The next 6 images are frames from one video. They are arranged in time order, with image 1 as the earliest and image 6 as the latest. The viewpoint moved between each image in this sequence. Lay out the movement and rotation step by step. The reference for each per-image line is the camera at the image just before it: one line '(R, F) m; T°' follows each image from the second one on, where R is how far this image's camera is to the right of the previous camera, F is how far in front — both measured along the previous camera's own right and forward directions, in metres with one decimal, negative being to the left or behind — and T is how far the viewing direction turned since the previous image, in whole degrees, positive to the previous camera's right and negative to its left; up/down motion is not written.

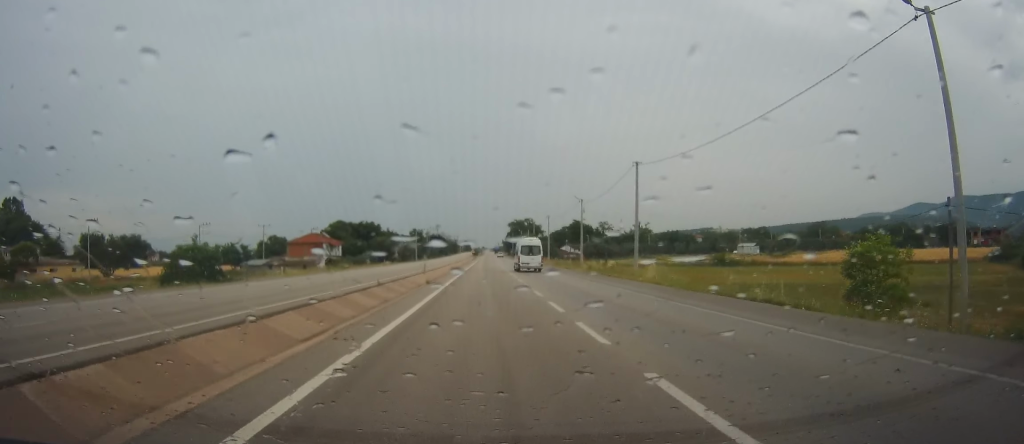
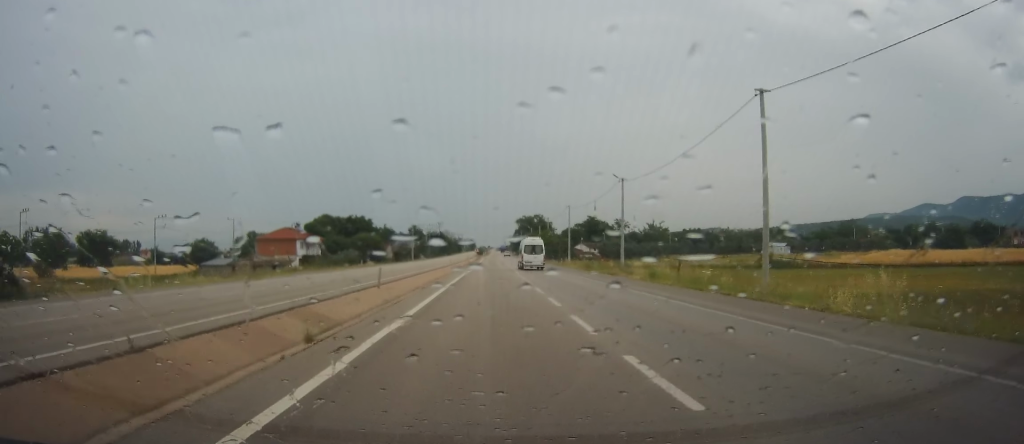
(-0.6, +22.9) m; -2°
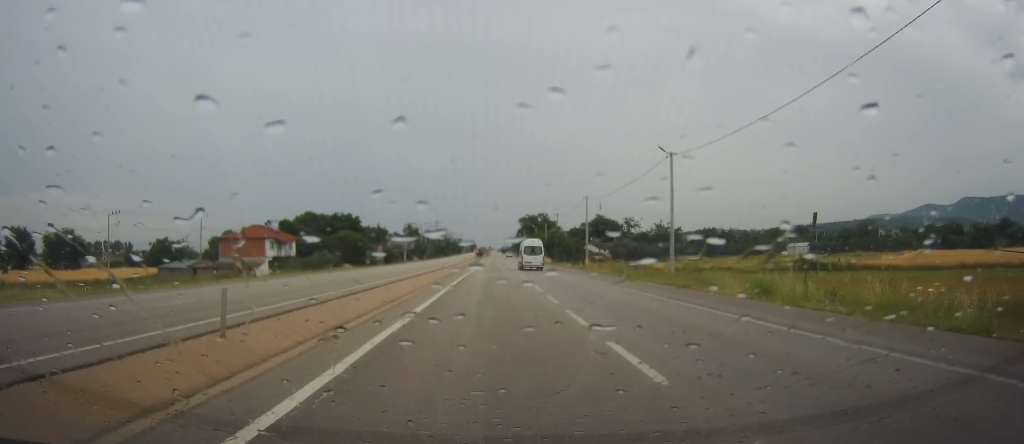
(-0.5, +16.7) m; +1°
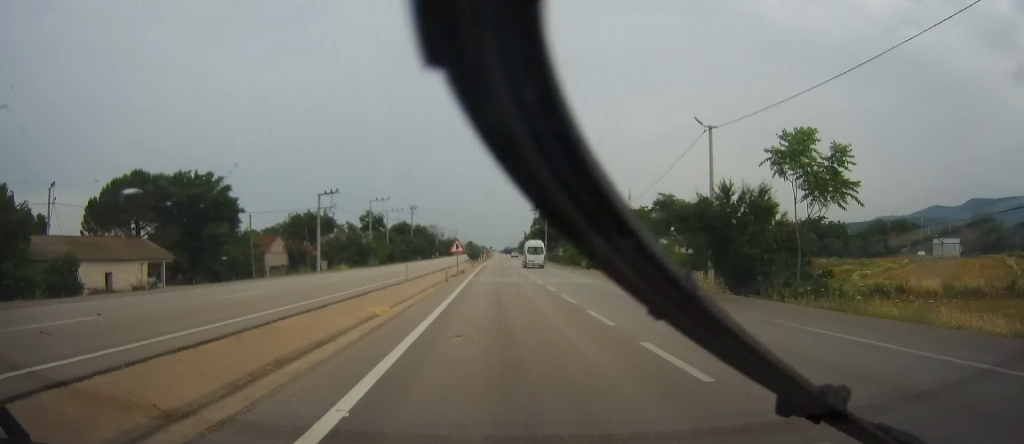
(-0.7, +78.6) m; -1°
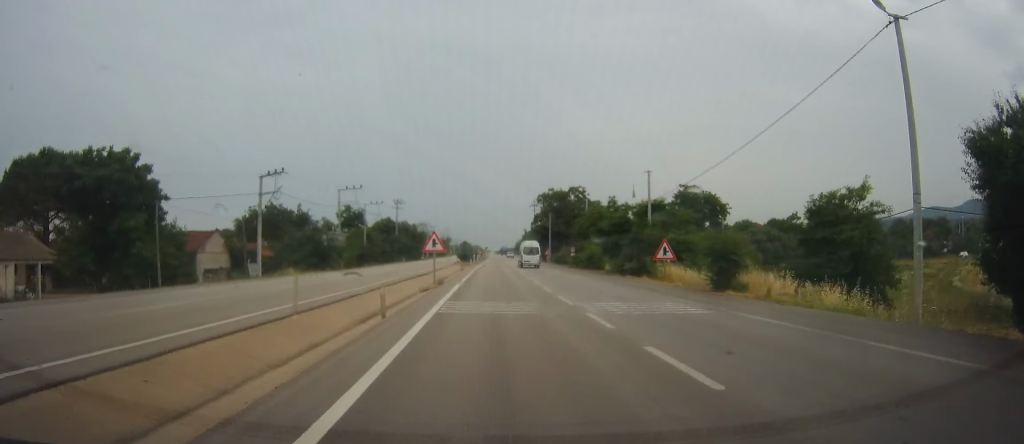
(+0.1, +18.9) m; +1°
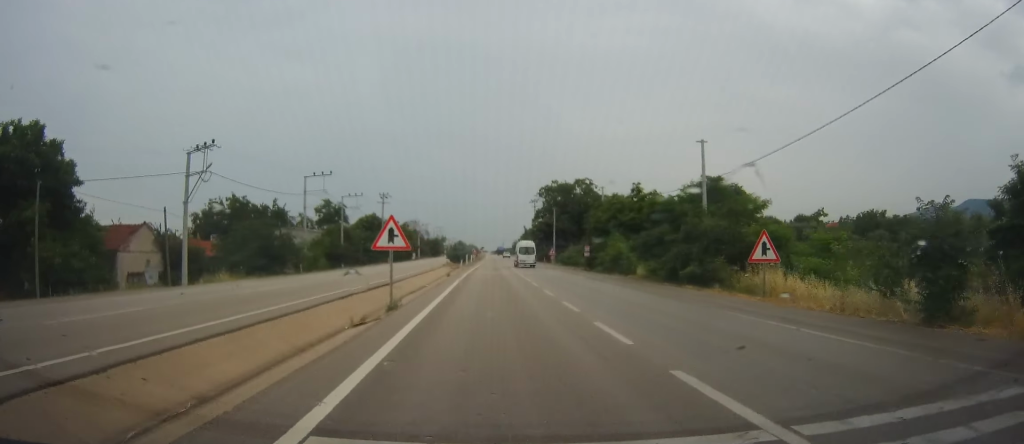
(+0.2, +13.9) m; +1°
